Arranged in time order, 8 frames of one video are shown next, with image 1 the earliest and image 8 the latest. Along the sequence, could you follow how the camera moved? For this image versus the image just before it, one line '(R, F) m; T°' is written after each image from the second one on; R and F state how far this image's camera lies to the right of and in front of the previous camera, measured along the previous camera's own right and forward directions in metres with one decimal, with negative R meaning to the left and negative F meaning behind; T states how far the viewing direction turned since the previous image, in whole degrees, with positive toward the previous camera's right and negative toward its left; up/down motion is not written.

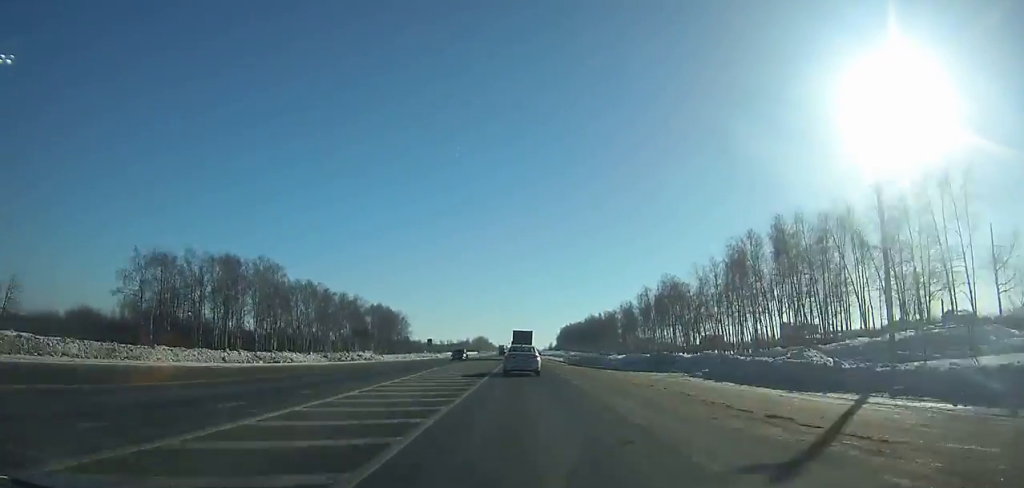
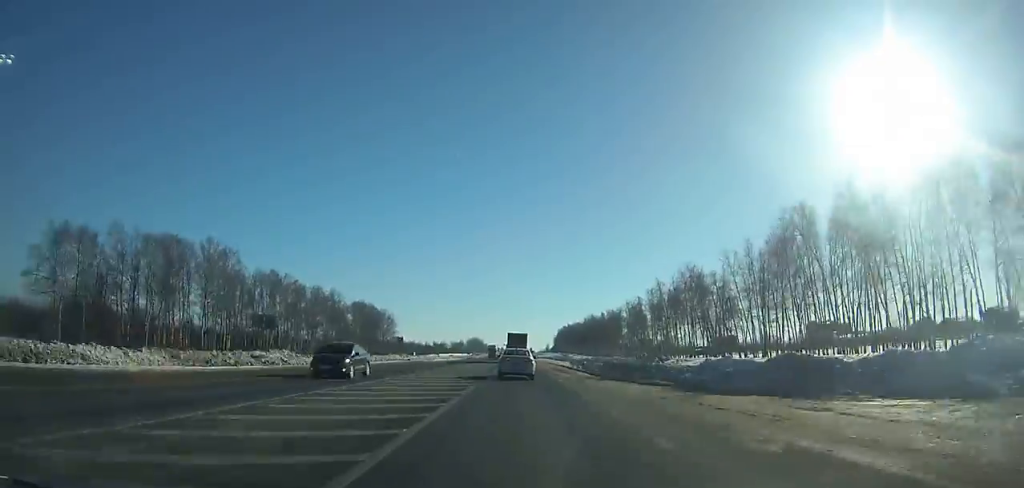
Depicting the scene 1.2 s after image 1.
(+0.1, +22.6) m; 0°
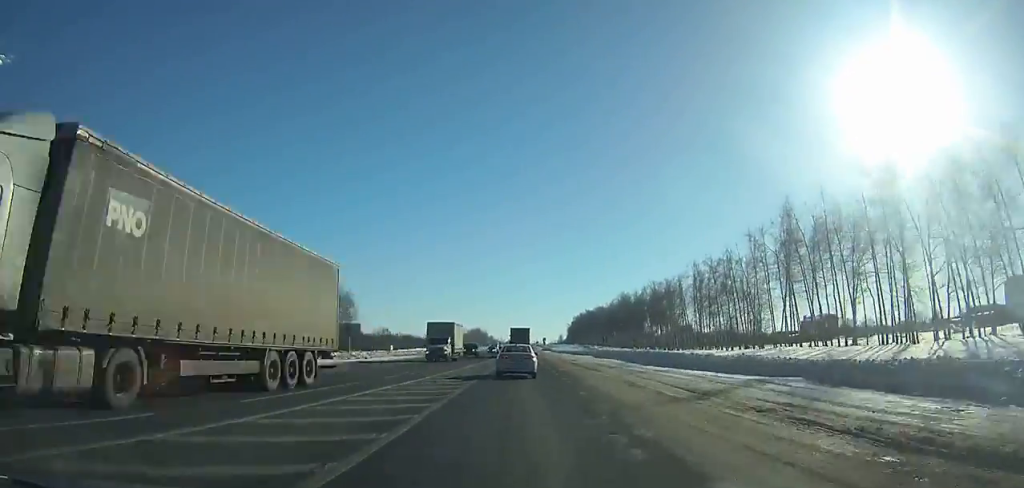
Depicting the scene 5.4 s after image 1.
(+0.5, +79.0) m; 0°
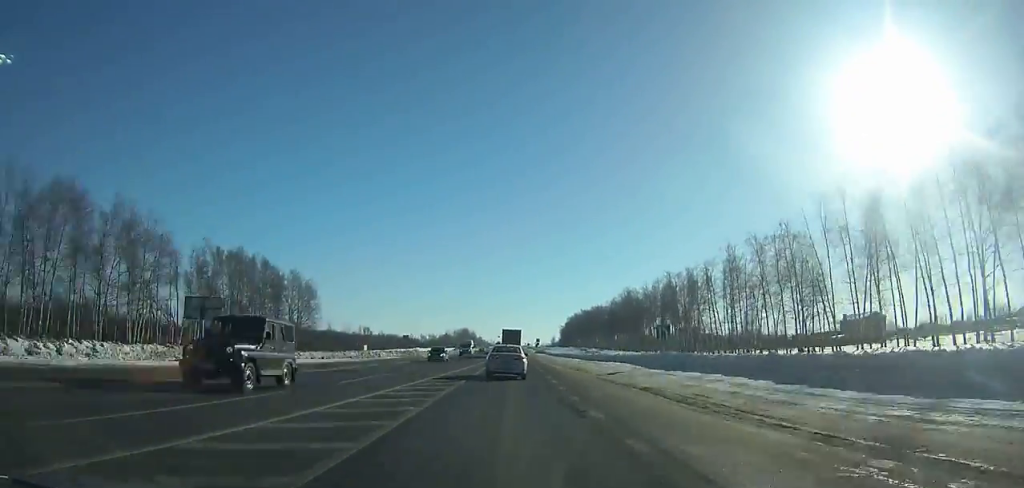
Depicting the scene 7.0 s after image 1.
(-0.1, +30.0) m; 0°
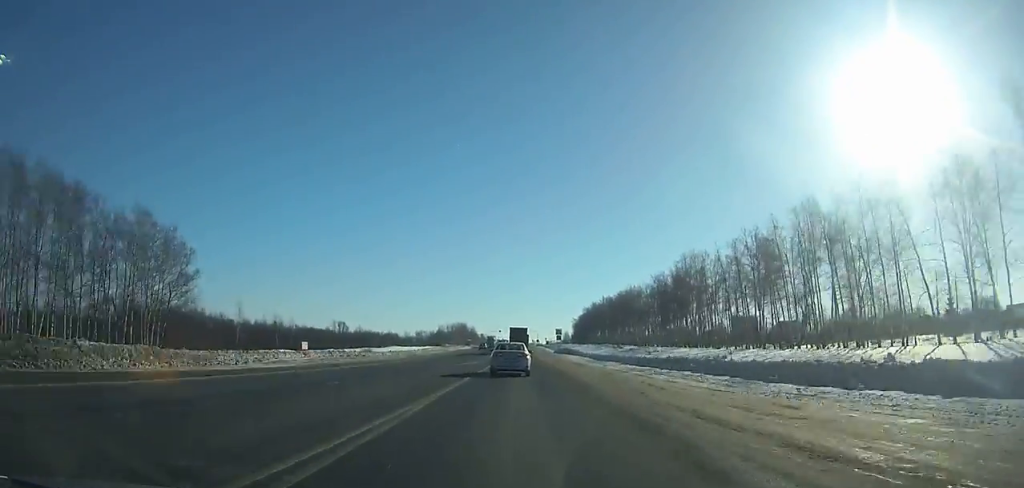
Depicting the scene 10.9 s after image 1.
(-0.3, +73.3) m; 0°
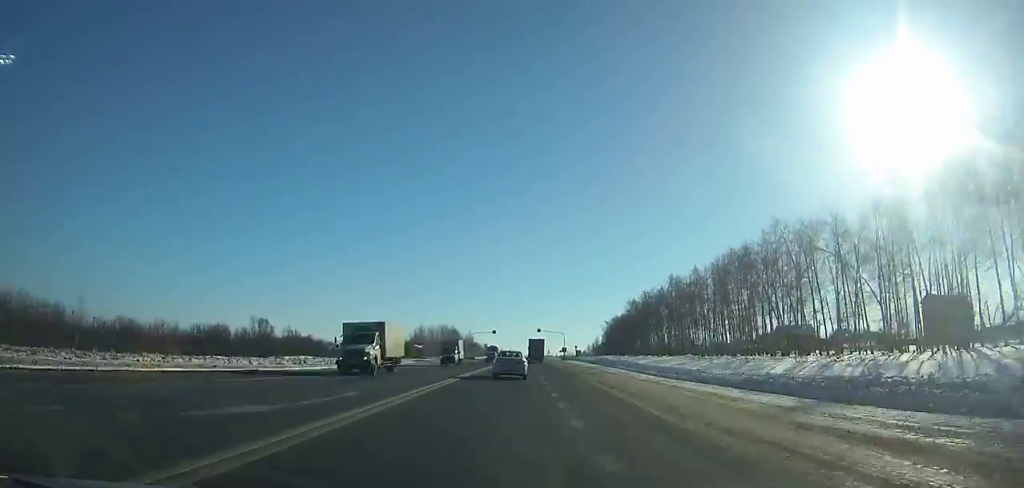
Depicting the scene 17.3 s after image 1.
(-1.9, +124.2) m; -2°
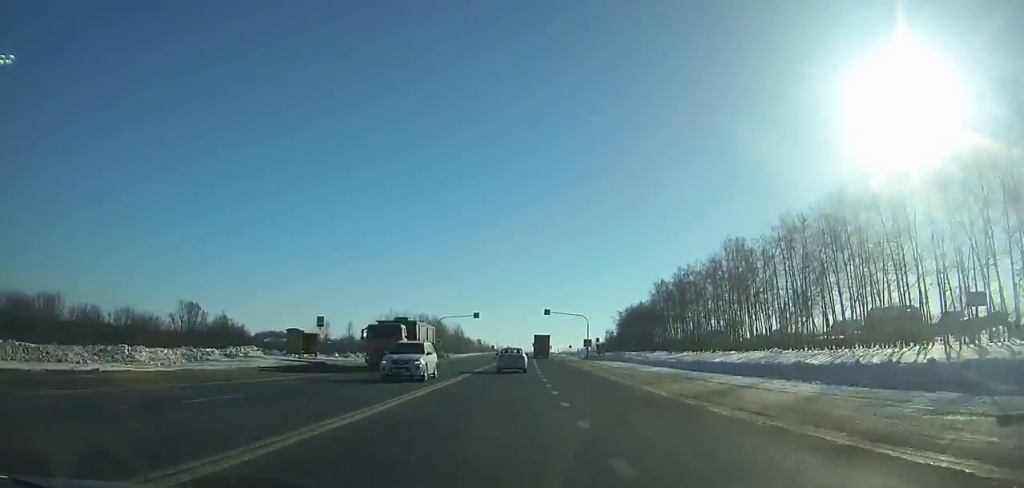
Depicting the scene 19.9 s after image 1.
(+0.1, +53.5) m; +1°
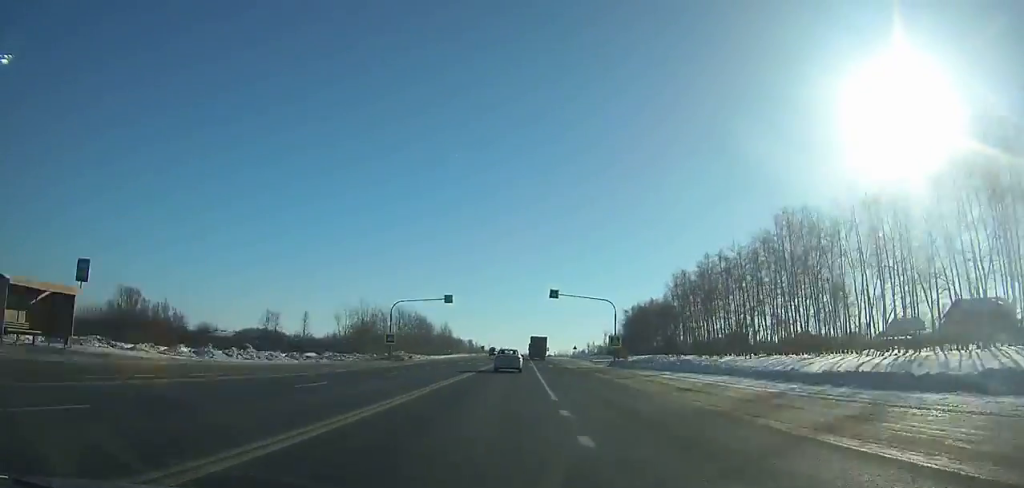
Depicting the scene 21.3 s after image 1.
(+0.2, +29.7) m; 0°
